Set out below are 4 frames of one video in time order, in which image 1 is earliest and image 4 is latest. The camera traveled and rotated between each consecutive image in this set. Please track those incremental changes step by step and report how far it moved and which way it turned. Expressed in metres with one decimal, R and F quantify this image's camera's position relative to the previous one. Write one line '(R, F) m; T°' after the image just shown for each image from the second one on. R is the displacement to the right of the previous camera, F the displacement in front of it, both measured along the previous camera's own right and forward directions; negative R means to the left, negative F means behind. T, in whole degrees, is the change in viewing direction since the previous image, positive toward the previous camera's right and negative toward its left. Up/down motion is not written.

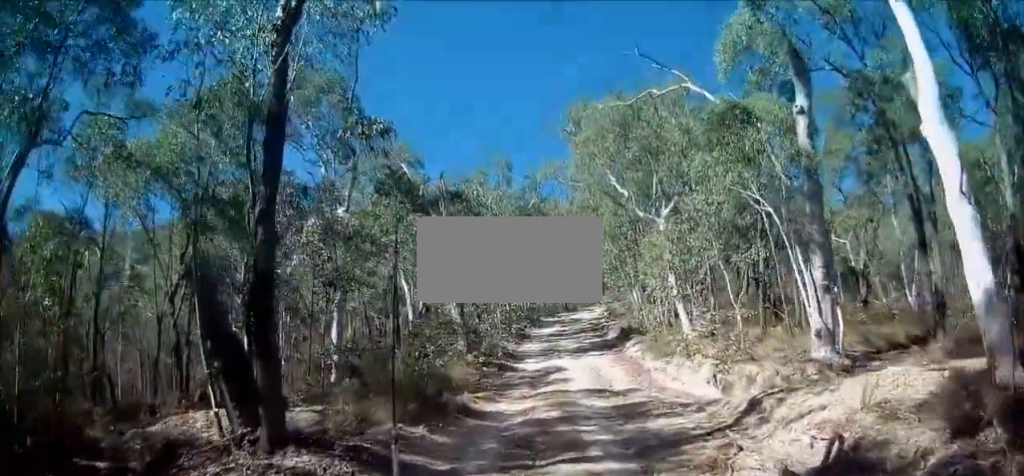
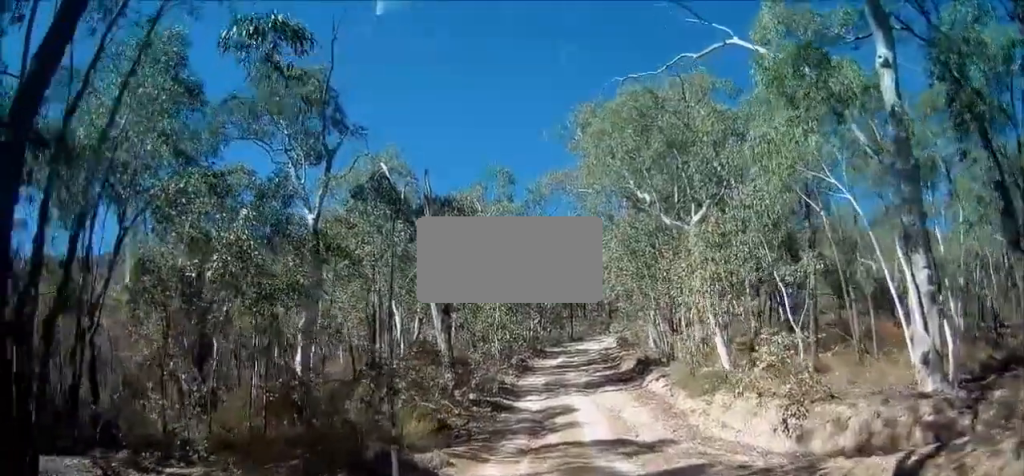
(0.0, +4.2) m; -5°
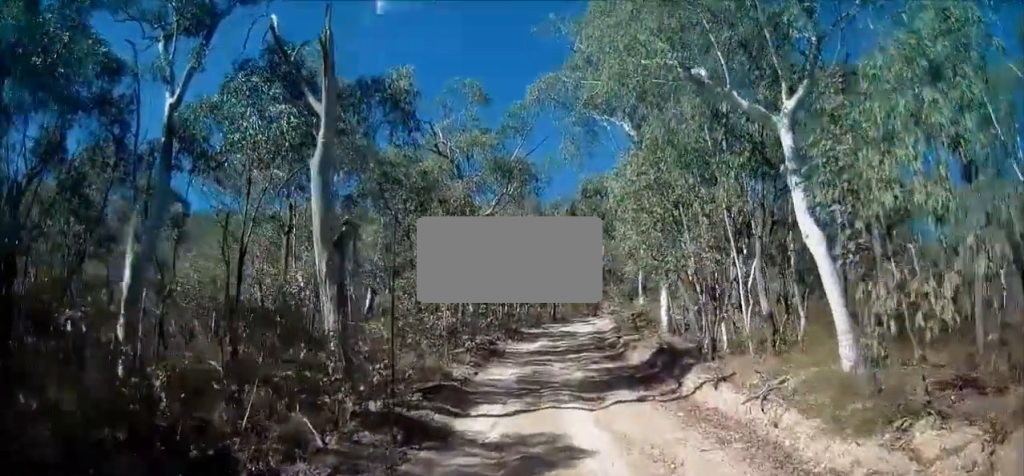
(-0.4, +10.4) m; +5°
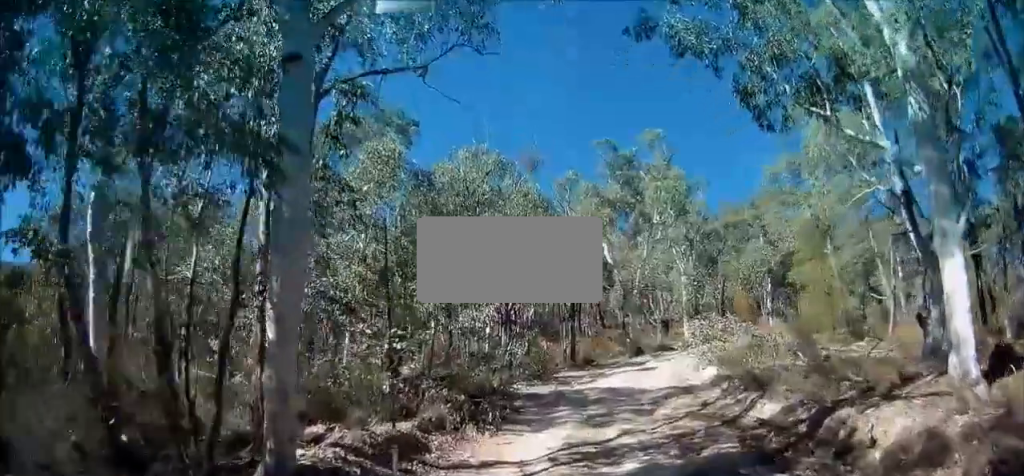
(+5.1, +18.5) m; +20°
